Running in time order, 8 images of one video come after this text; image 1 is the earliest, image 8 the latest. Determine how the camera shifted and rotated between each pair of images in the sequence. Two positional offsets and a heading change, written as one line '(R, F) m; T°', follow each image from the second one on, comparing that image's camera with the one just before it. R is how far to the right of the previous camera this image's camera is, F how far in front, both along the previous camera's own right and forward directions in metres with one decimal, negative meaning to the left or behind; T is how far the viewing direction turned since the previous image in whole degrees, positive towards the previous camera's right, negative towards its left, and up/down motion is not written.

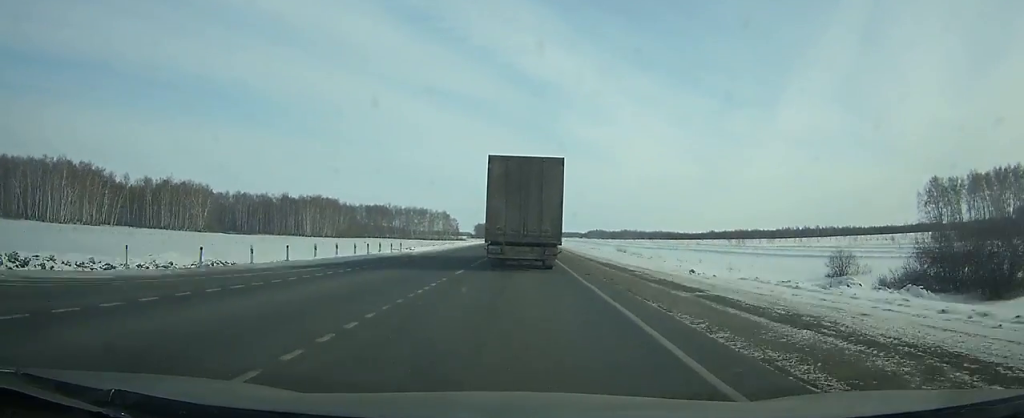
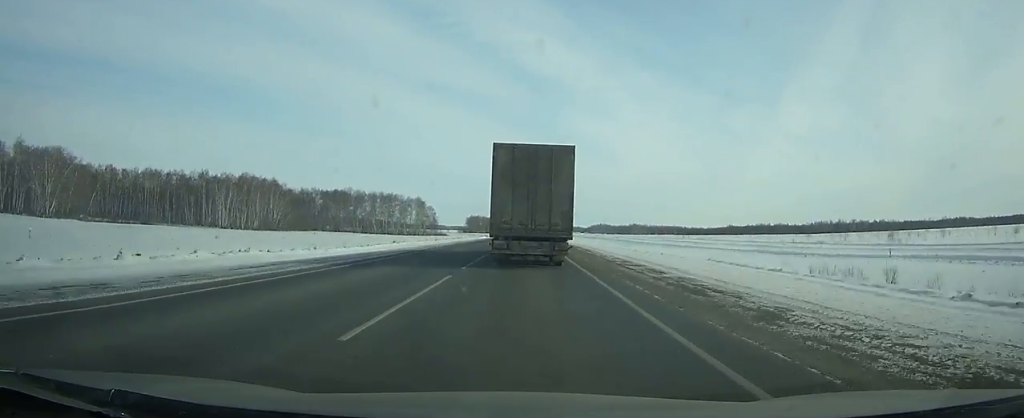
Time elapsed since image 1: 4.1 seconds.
(+0.2, +94.7) m; 0°
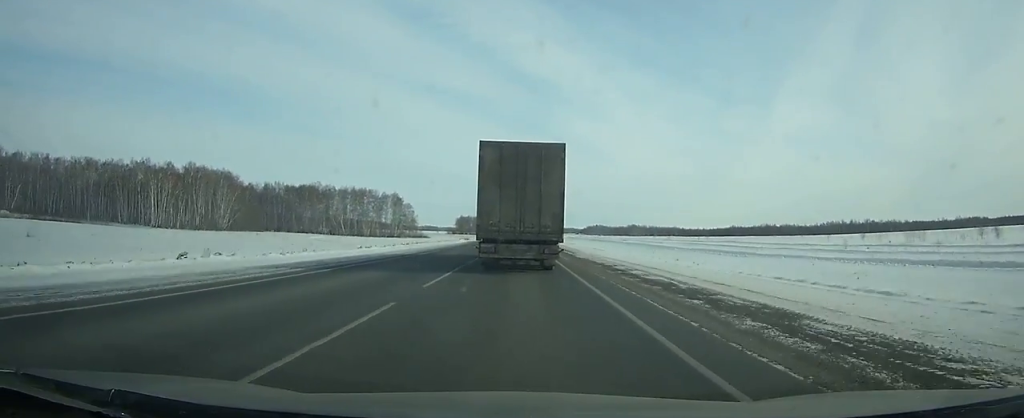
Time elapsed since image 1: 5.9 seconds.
(+0.1, +41.6) m; 0°
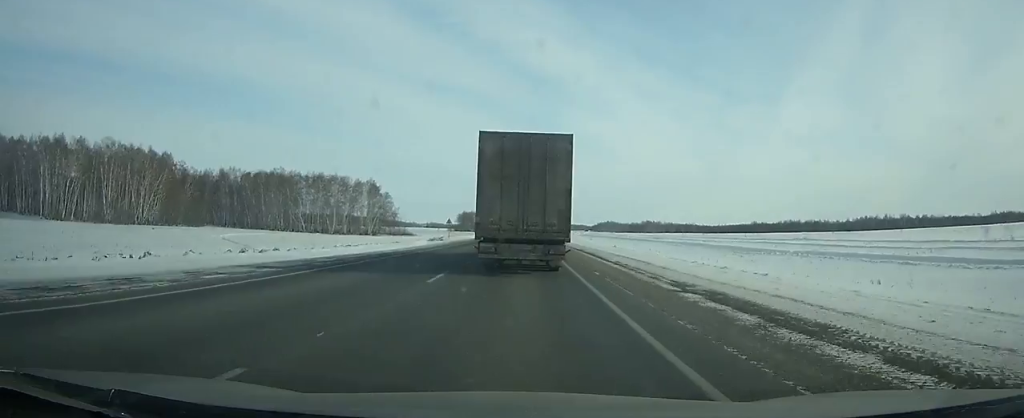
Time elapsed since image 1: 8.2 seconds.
(+0.2, +53.2) m; 0°
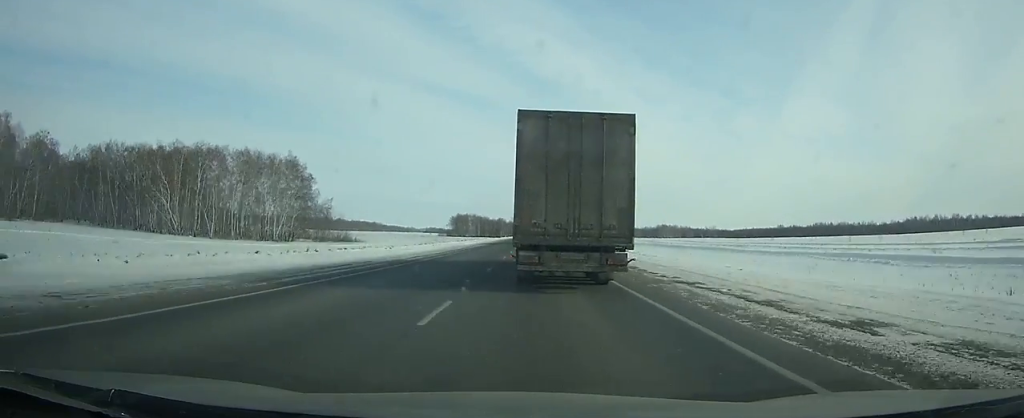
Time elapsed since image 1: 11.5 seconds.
(-0.2, +76.4) m; 0°
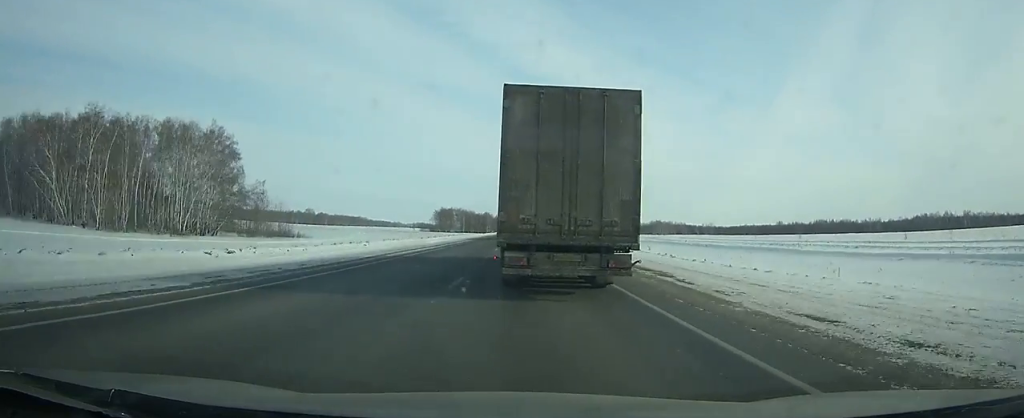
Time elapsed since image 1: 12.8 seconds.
(+0.3, +29.8) m; 0°
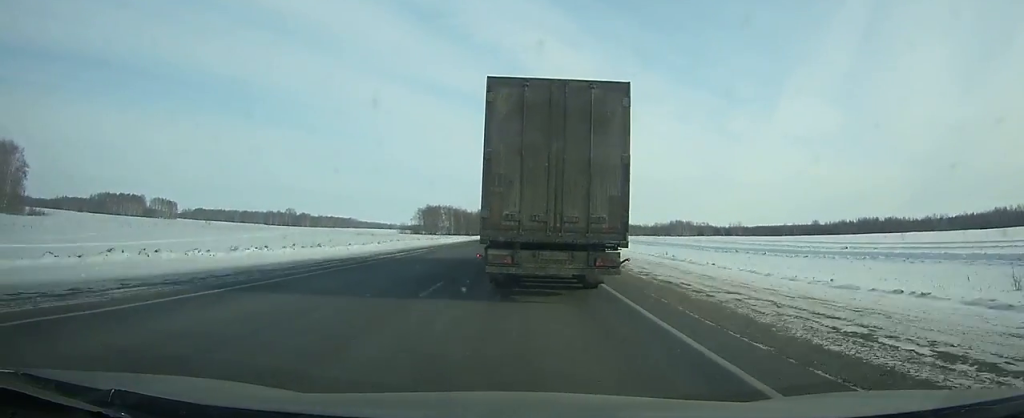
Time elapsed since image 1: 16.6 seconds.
(0.0, +86.1) m; 0°
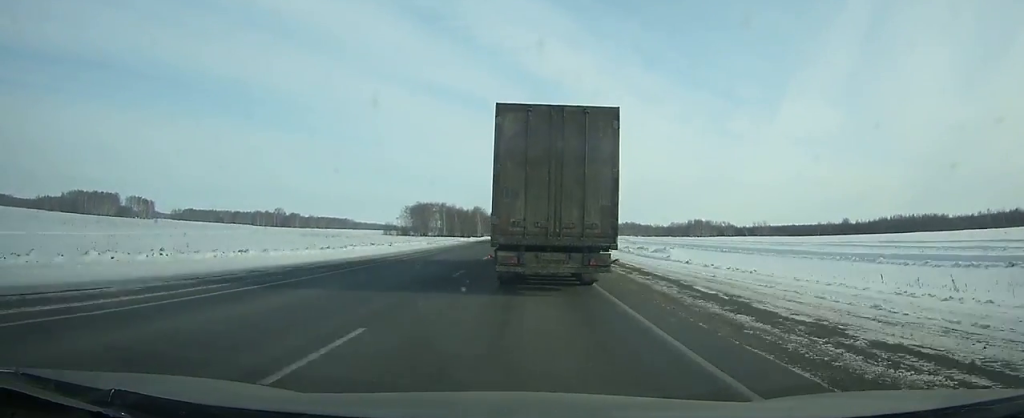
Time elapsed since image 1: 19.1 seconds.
(+0.3, +55.7) m; 0°
